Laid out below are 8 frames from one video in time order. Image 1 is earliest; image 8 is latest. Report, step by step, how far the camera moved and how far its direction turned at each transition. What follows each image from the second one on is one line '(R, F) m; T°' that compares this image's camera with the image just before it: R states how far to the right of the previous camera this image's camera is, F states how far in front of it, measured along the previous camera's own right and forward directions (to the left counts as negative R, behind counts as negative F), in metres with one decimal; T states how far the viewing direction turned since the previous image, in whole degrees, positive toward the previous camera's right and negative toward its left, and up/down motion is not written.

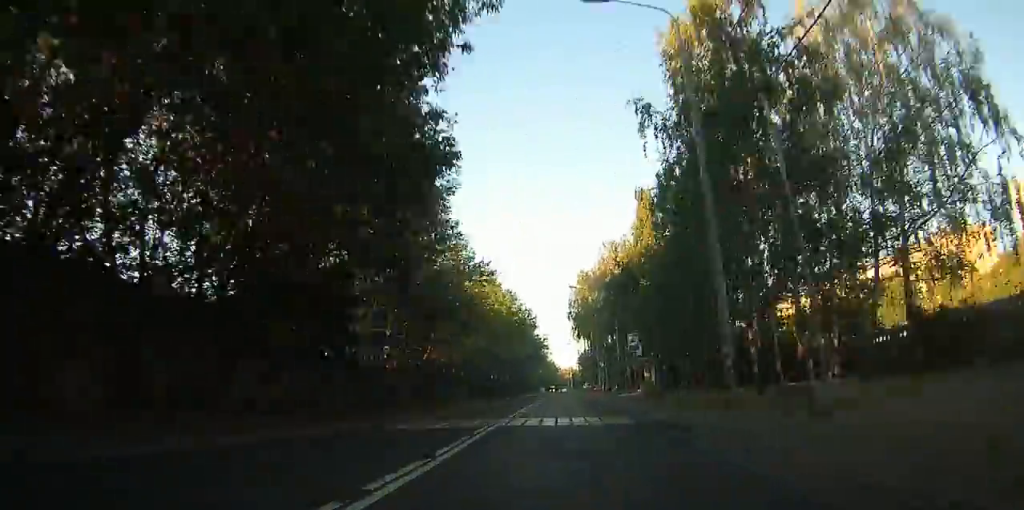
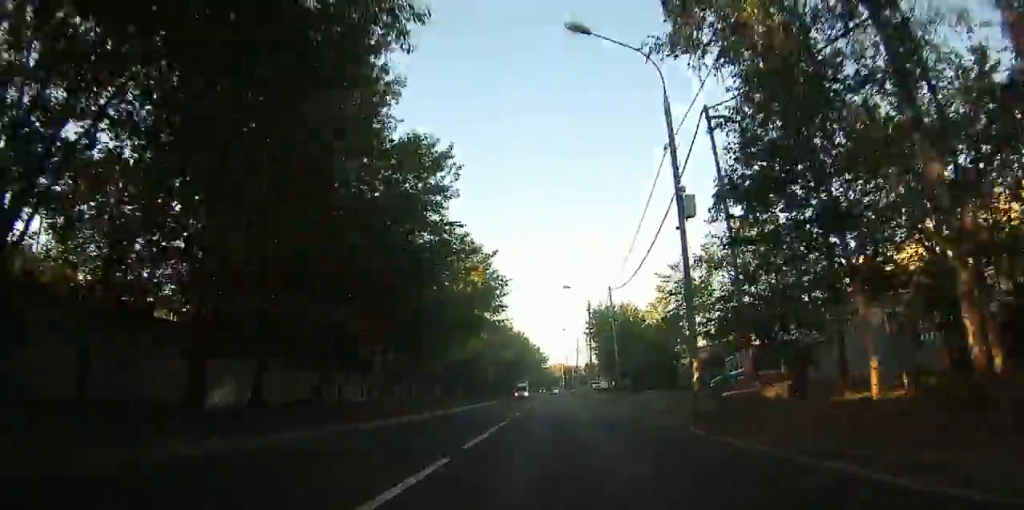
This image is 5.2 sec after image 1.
(-0.1, +75.4) m; -1°
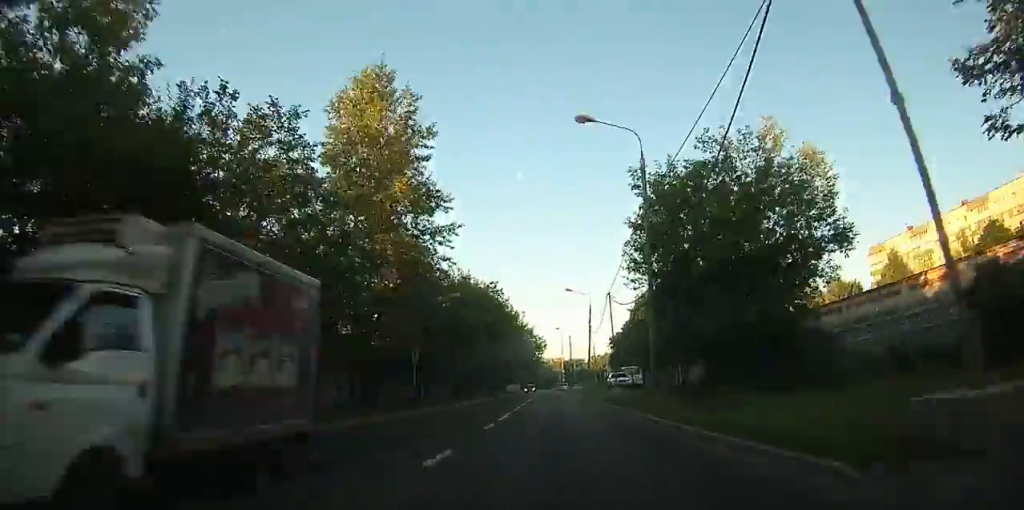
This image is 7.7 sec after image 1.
(-2.5, +35.7) m; +4°
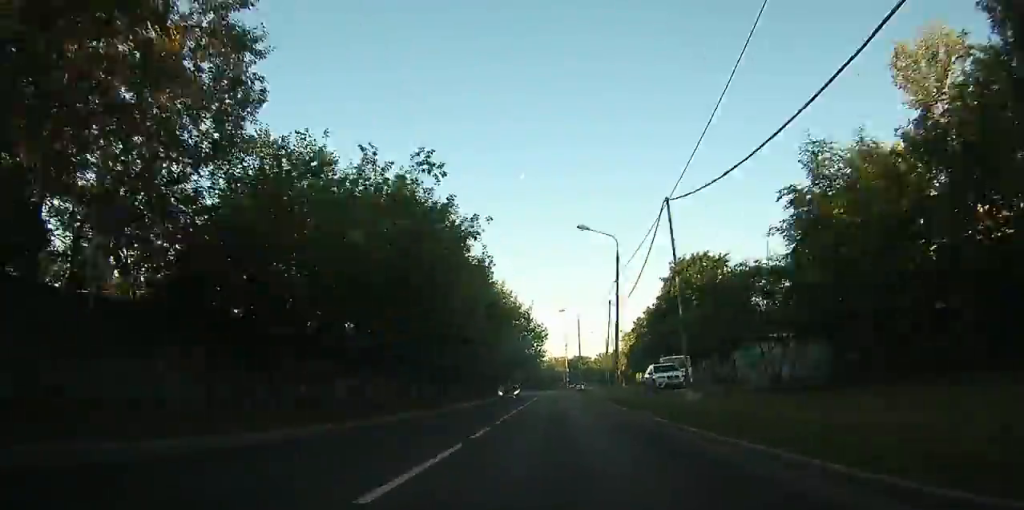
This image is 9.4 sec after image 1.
(+3.4, +22.7) m; +2°
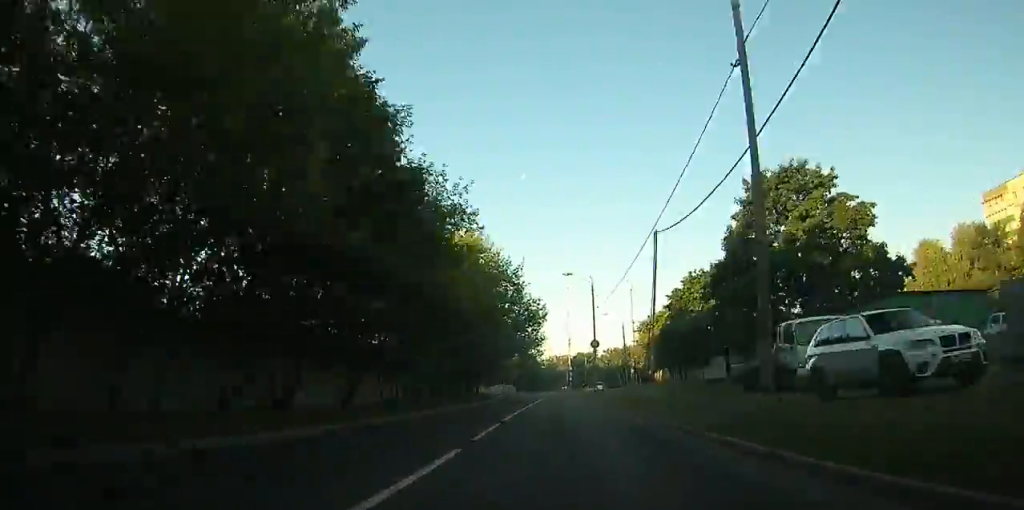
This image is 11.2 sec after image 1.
(+1.6, +23.9) m; +1°
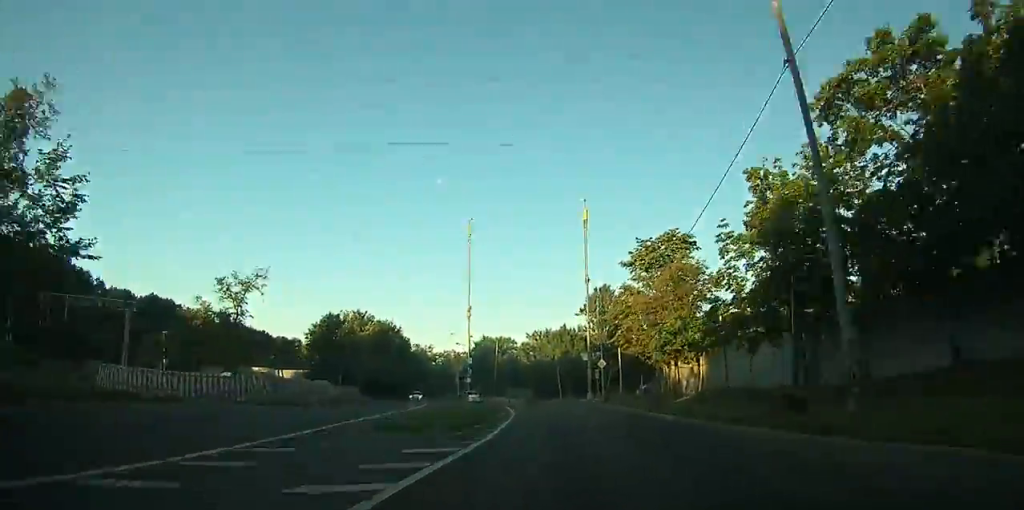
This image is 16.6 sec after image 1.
(-2.3, +68.0) m; +2°
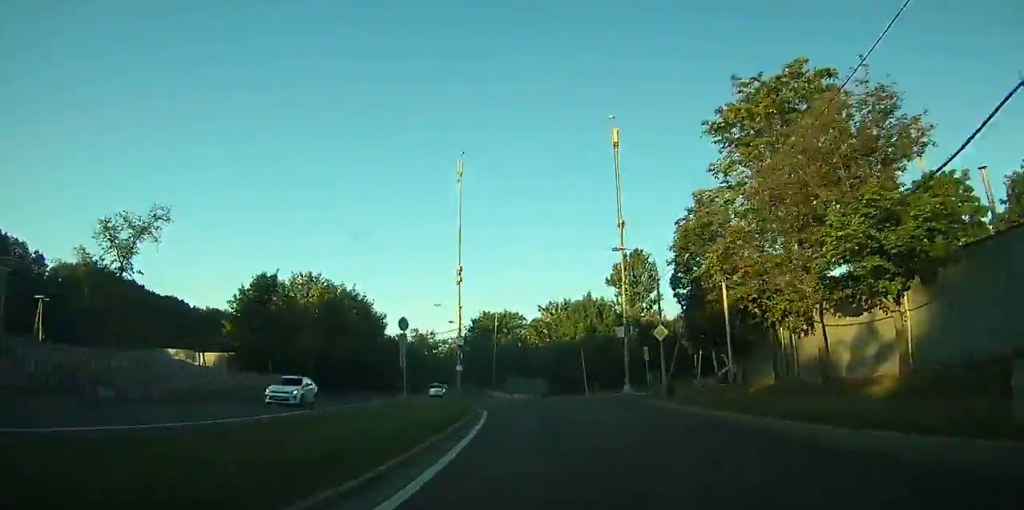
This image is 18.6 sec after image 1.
(+0.6, +23.3) m; -2°
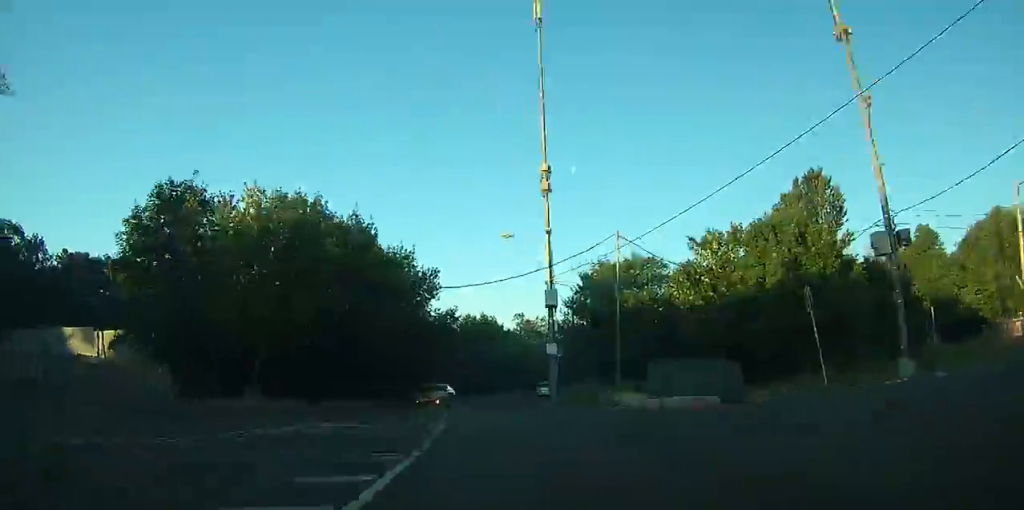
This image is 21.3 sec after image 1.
(-0.8, +31.3) m; -5°
